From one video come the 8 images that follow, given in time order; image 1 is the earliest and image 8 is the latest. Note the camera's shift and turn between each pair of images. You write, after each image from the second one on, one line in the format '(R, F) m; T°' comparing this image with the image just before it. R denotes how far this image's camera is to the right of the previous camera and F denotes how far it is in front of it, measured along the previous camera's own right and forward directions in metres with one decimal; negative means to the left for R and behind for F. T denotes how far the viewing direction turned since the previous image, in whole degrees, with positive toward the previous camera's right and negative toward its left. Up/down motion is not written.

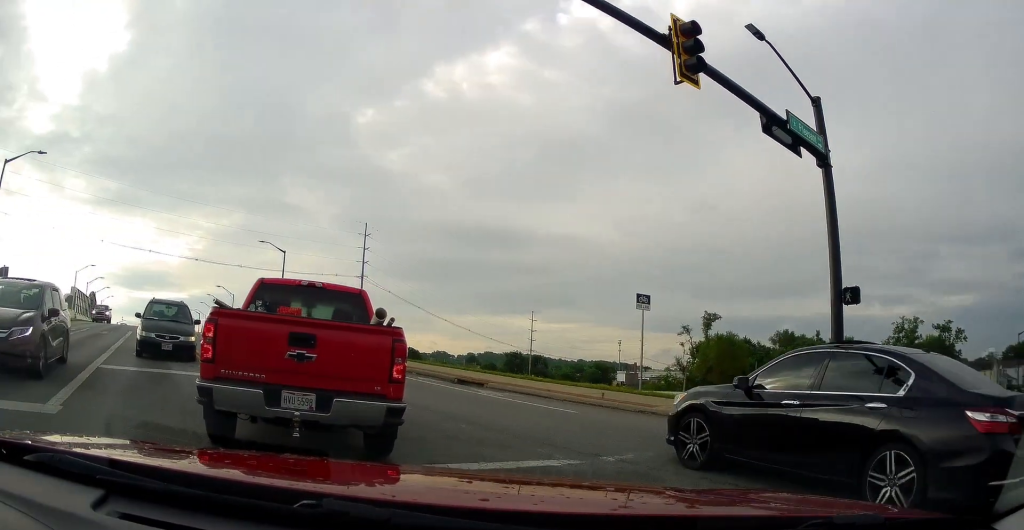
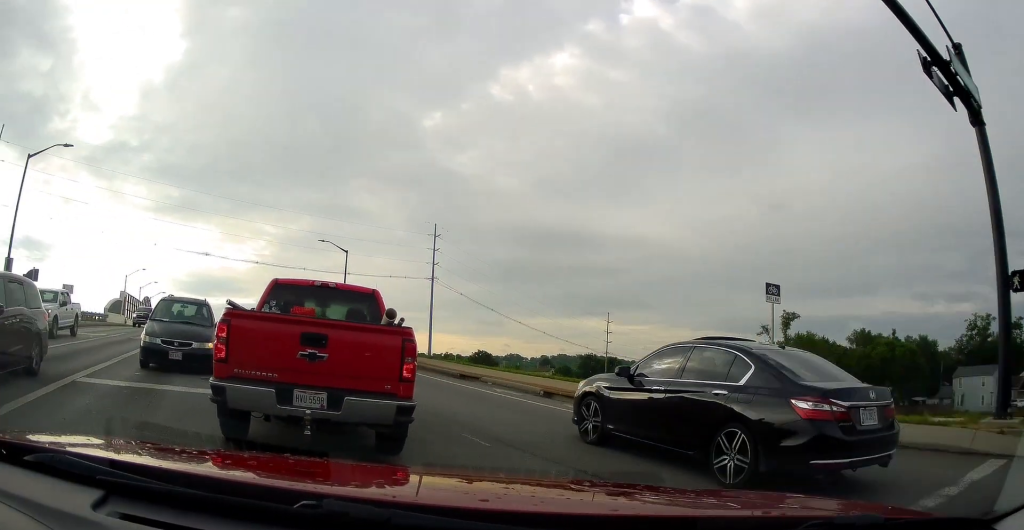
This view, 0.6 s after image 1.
(-0.2, +3.3) m; -4°
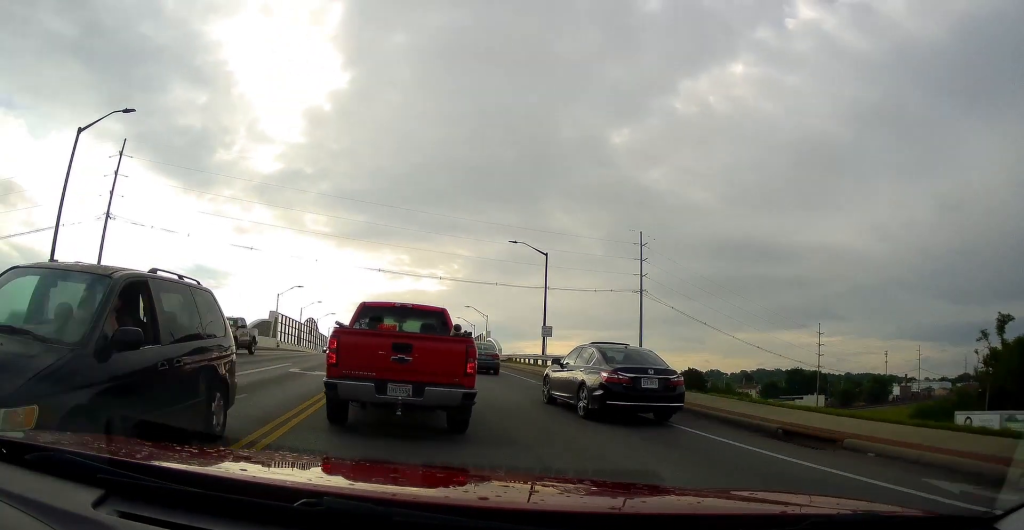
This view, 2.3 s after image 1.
(-1.1, +11.0) m; -17°
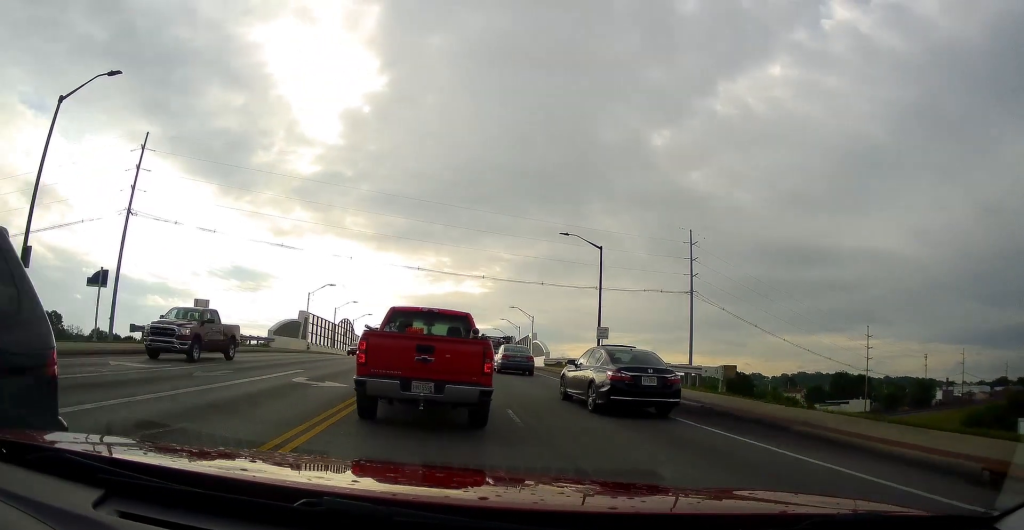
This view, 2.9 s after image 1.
(-0.5, +4.4) m; -4°
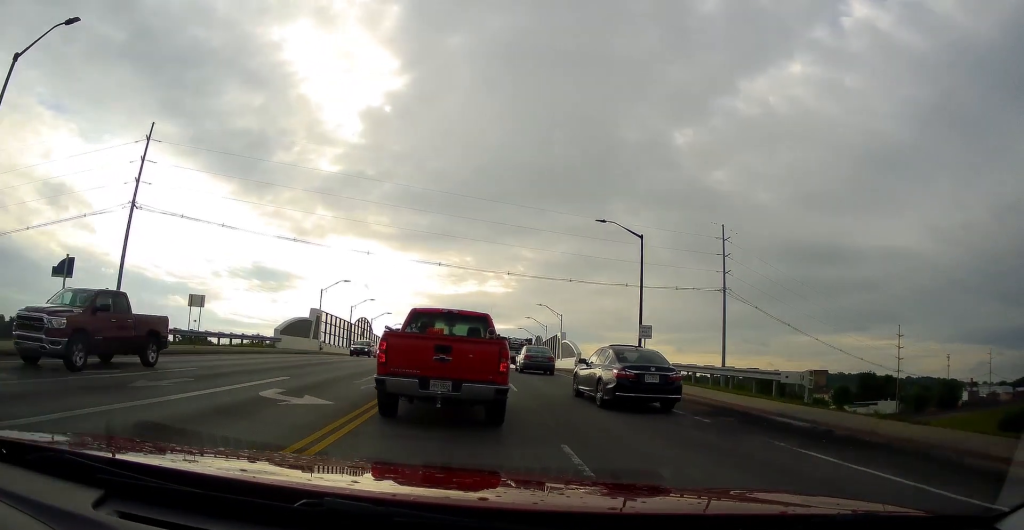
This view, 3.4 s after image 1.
(-0.2, +4.5) m; -2°
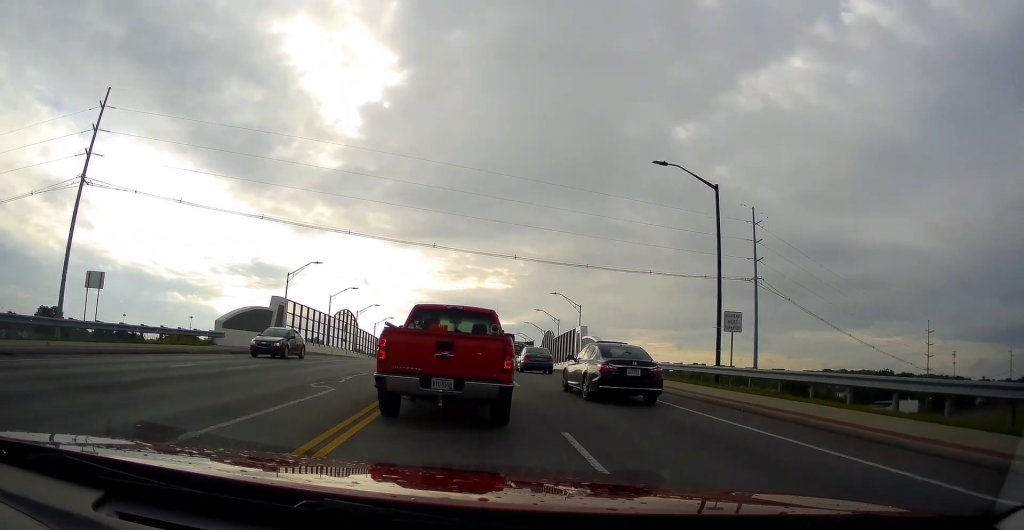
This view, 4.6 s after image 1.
(0.0, +11.5) m; 0°
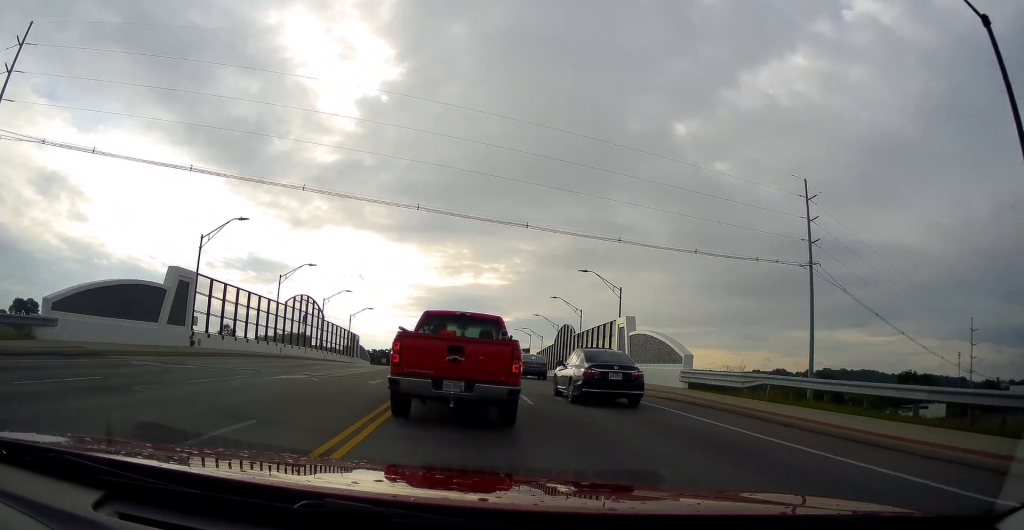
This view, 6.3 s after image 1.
(0.0, +16.5) m; 0°
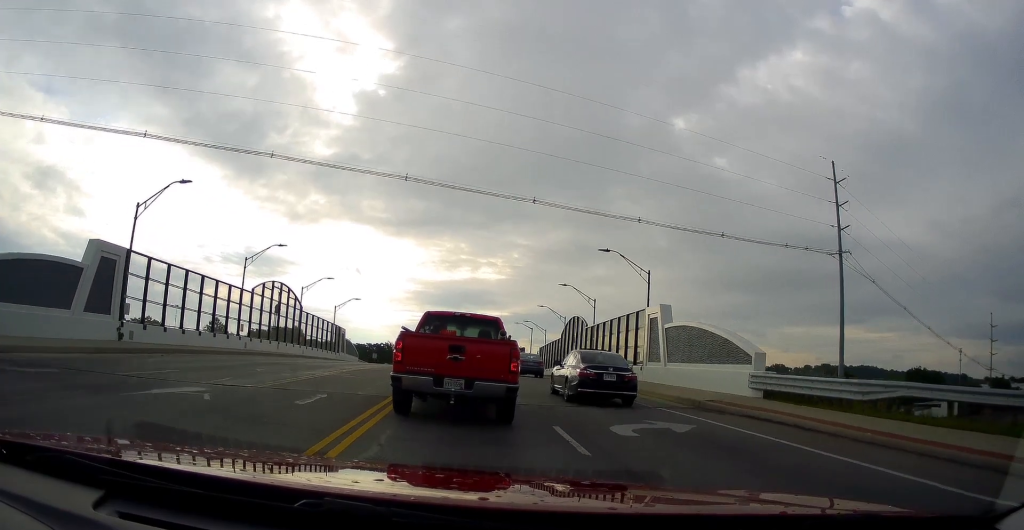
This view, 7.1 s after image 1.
(0.0, +7.2) m; 0°
